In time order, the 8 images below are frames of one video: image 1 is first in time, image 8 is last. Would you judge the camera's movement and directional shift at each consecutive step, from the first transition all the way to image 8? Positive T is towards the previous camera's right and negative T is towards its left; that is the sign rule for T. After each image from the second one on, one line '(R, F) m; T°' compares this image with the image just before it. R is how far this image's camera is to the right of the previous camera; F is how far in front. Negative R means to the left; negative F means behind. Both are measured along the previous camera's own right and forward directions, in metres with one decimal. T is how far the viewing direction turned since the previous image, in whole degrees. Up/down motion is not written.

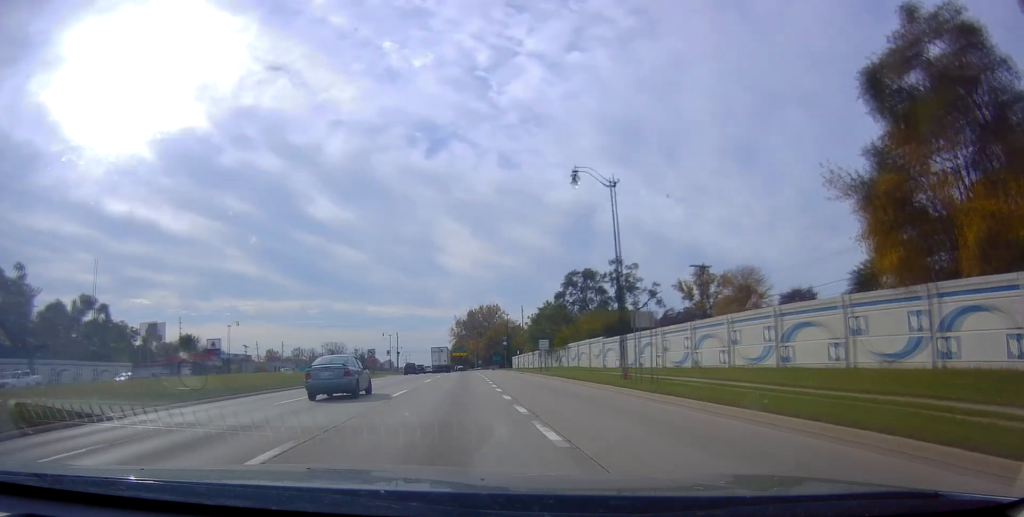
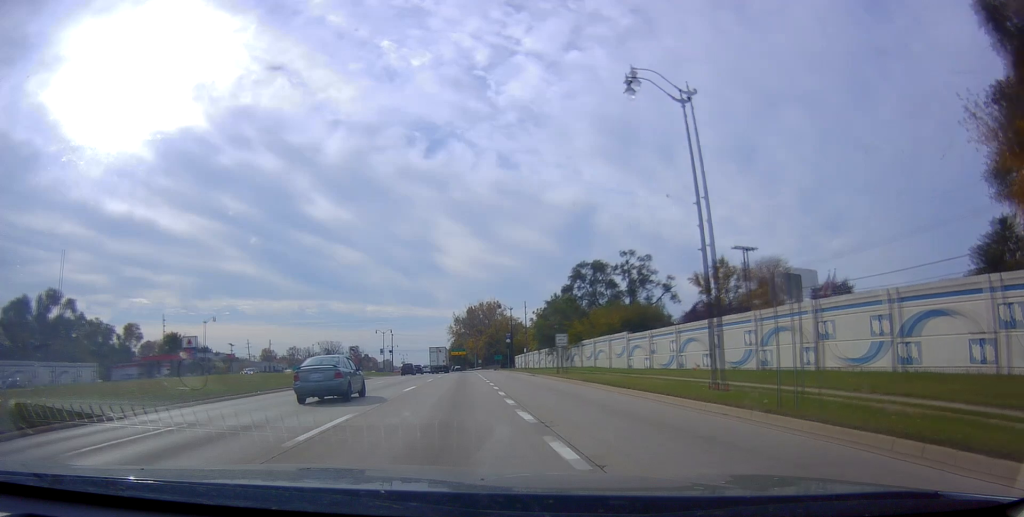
(-0.2, +11.0) m; -1°
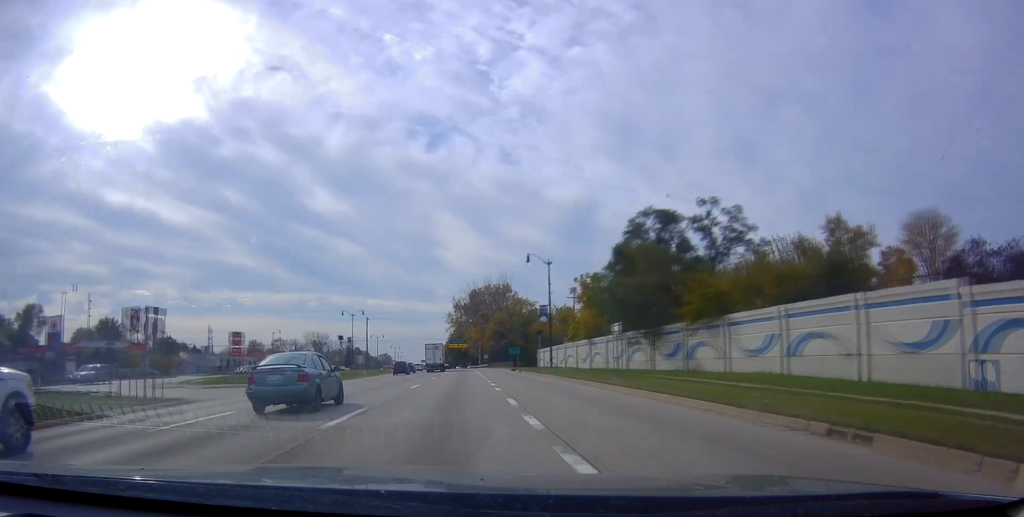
(+1.6, +43.5) m; +2°
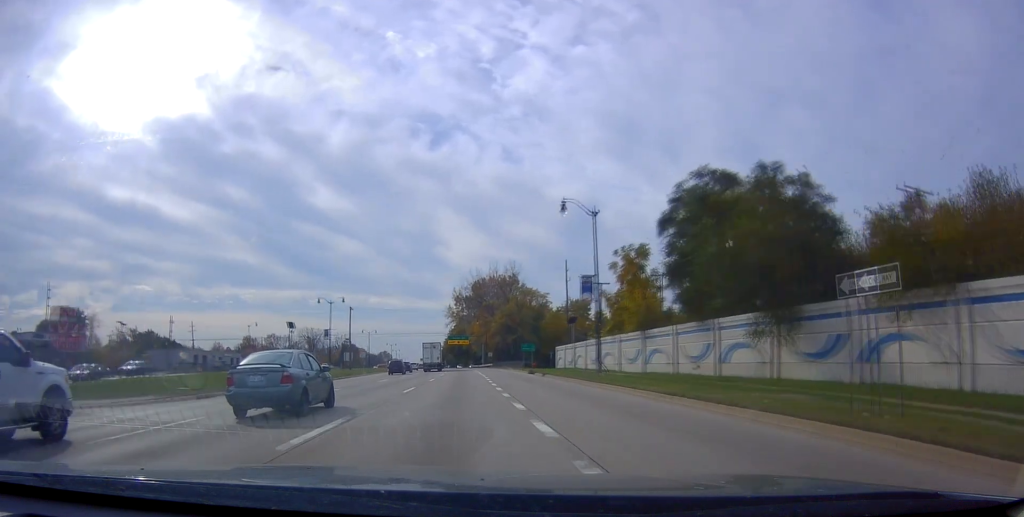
(-0.7, +19.2) m; -1°
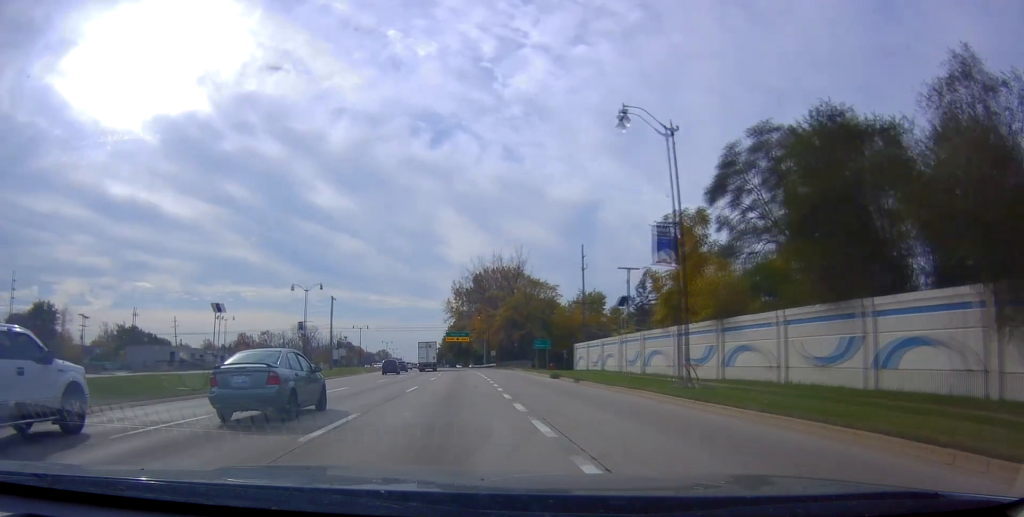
(+0.3, +14.3) m; 0°
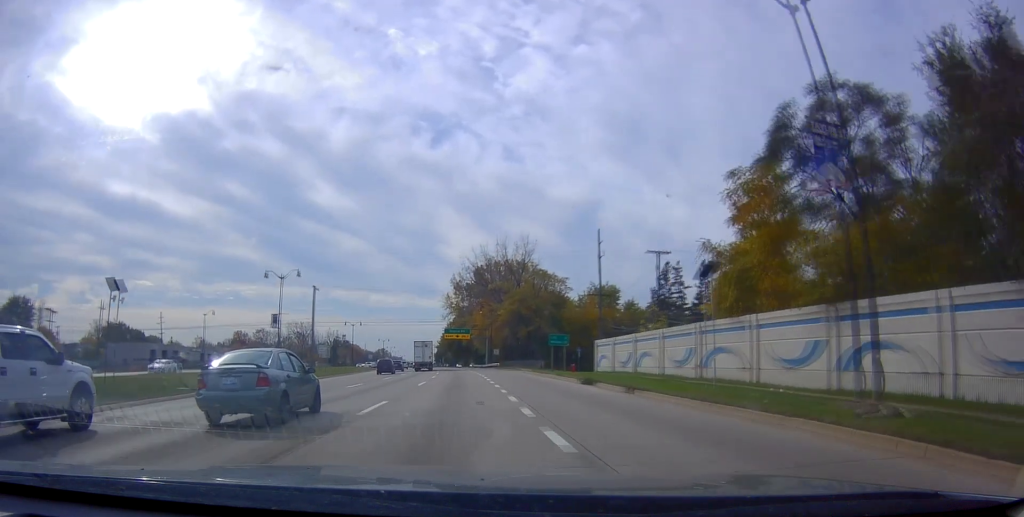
(0.0, +10.8) m; 0°
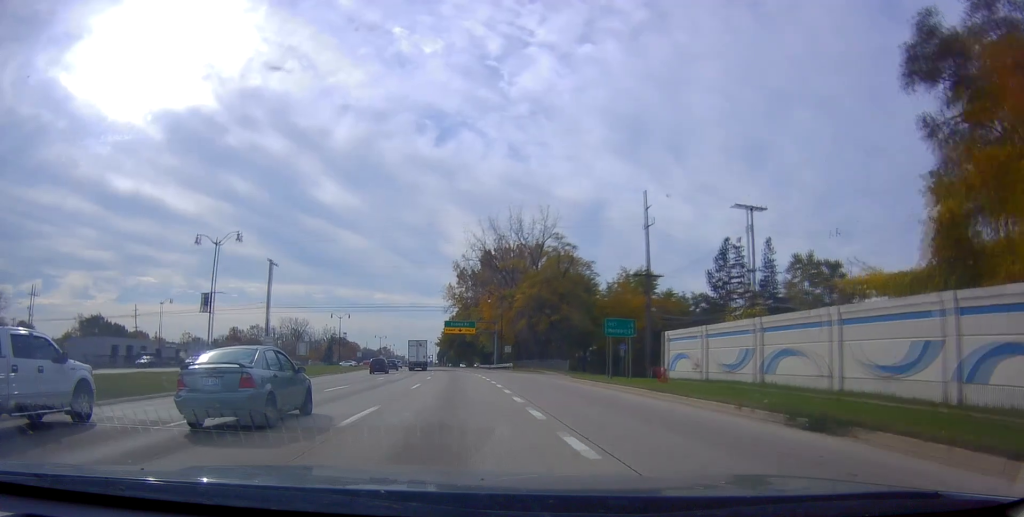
(-0.3, +19.3) m; -1°
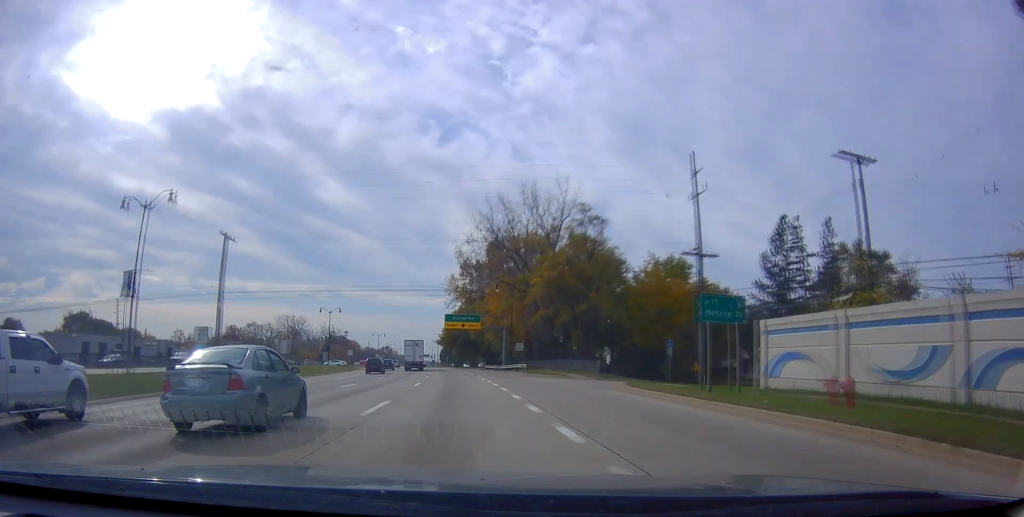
(0.0, +12.5) m; 0°
